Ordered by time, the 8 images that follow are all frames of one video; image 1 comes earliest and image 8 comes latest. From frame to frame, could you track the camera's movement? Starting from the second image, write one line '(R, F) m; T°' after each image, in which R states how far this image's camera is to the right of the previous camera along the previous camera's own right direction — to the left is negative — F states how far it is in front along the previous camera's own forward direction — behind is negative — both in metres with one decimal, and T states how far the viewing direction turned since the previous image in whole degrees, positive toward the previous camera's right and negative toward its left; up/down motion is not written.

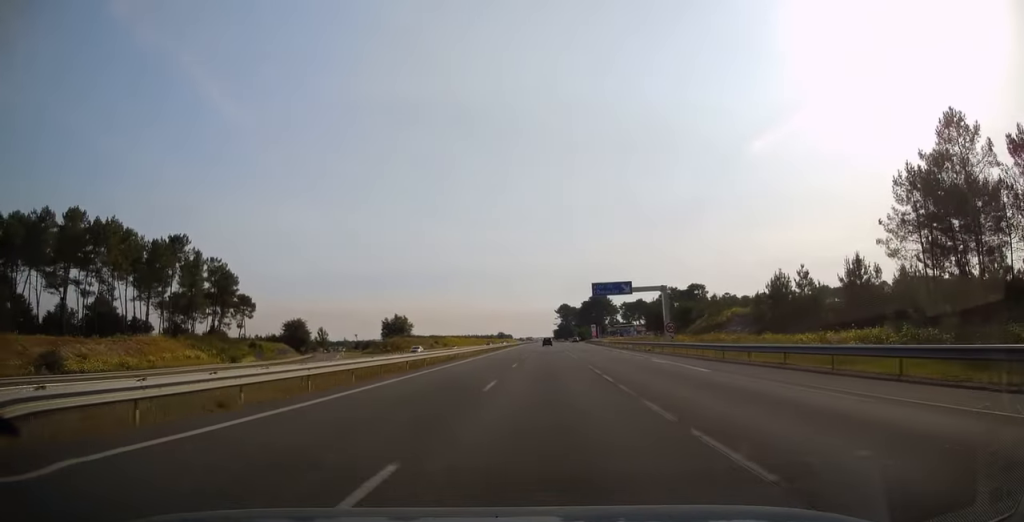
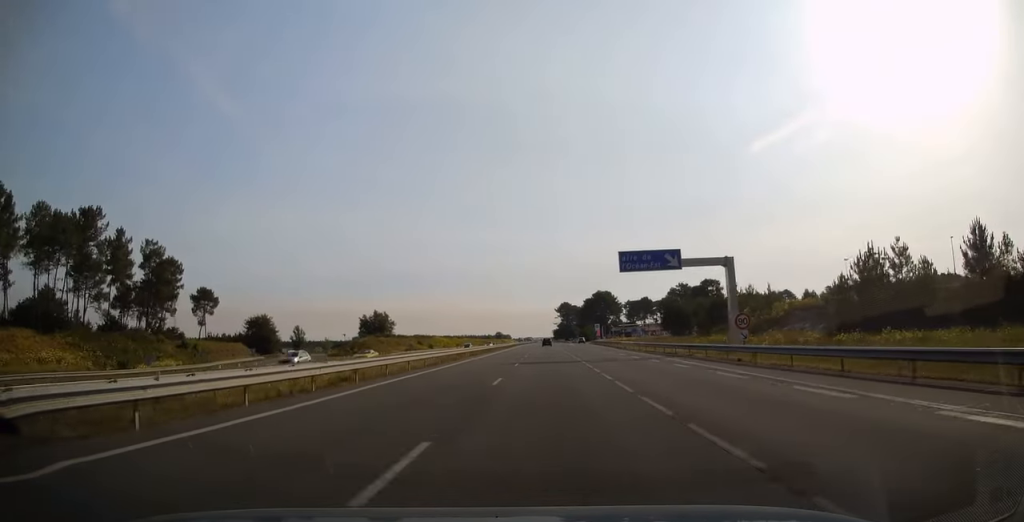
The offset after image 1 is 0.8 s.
(0.0, +24.8) m; 0°
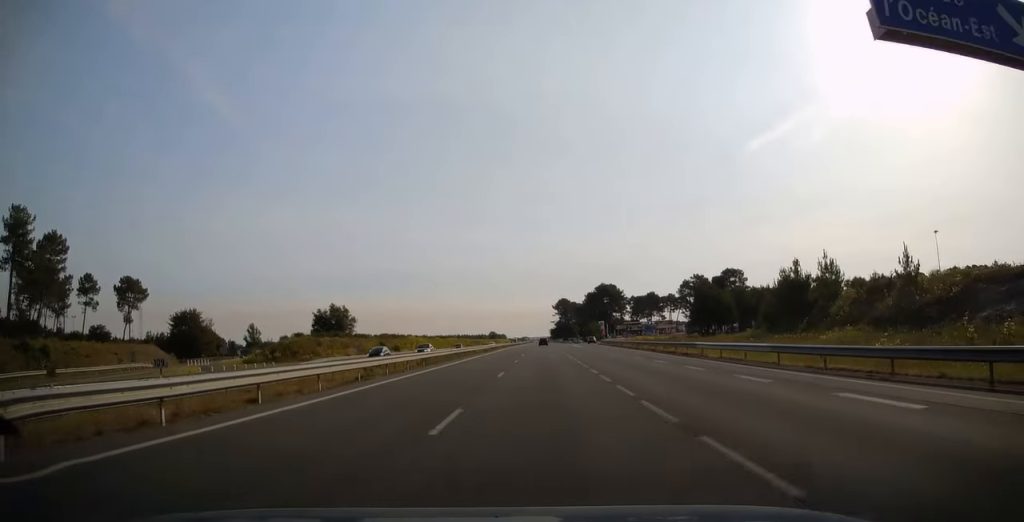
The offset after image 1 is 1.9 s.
(-0.1, +35.3) m; 0°
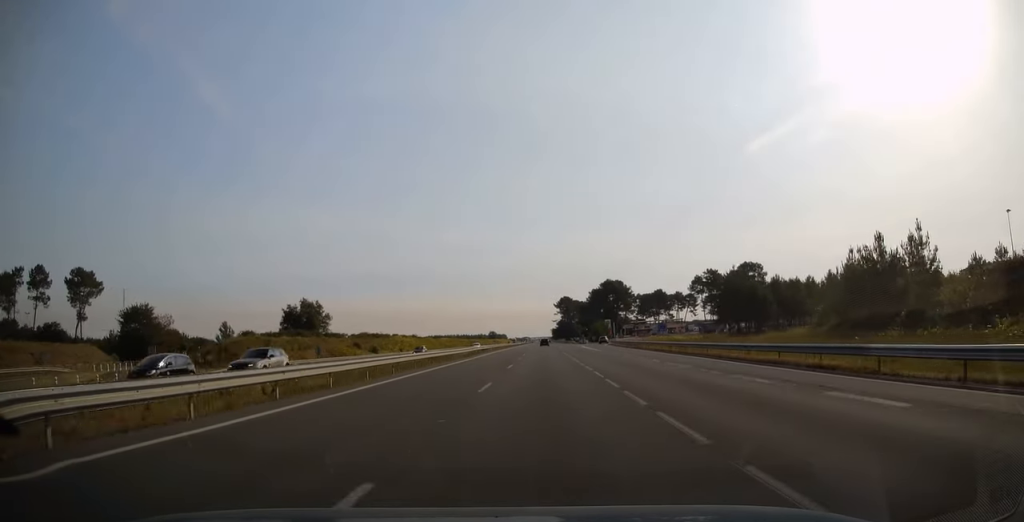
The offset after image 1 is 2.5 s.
(0.0, +19.0) m; 0°
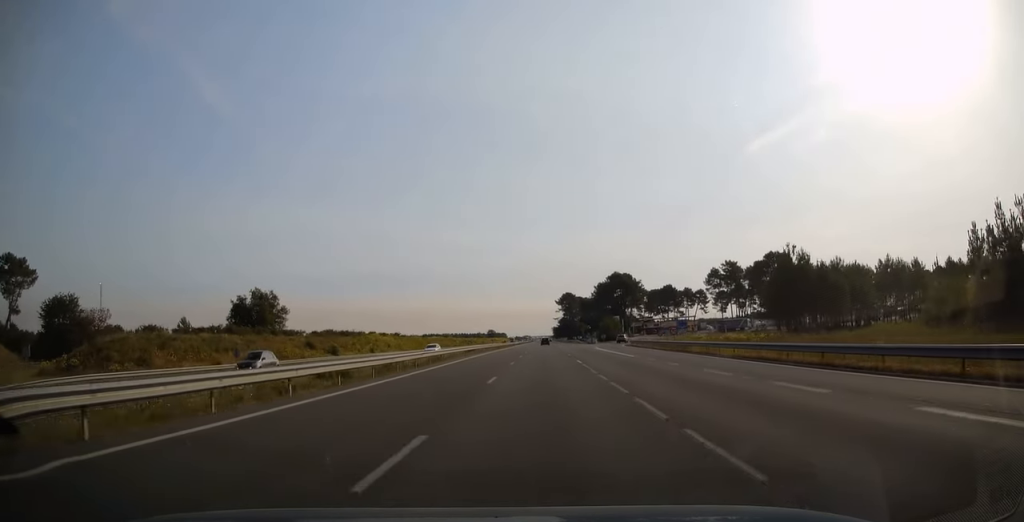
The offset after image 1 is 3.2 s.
(-0.1, +23.3) m; 0°
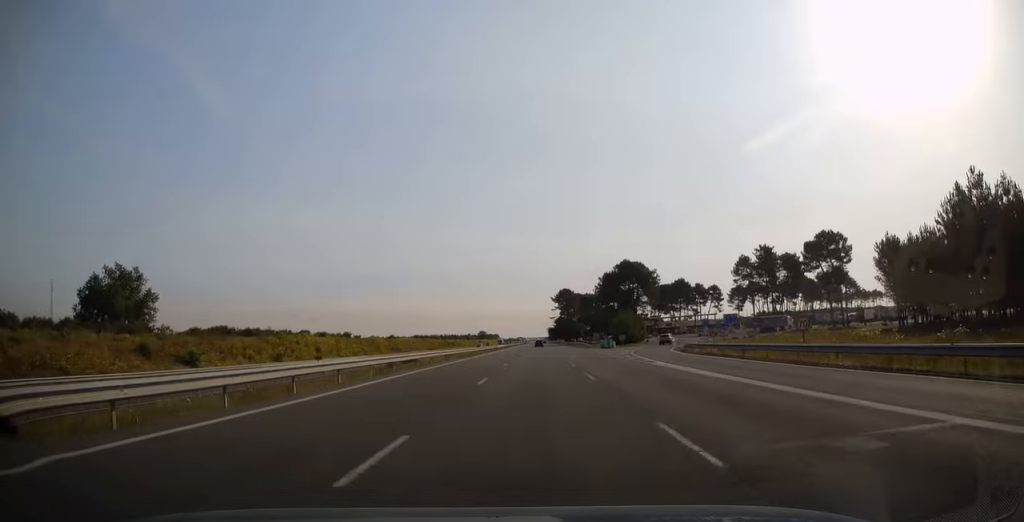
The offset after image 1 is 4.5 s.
(+0.4, +39.0) m; 0°
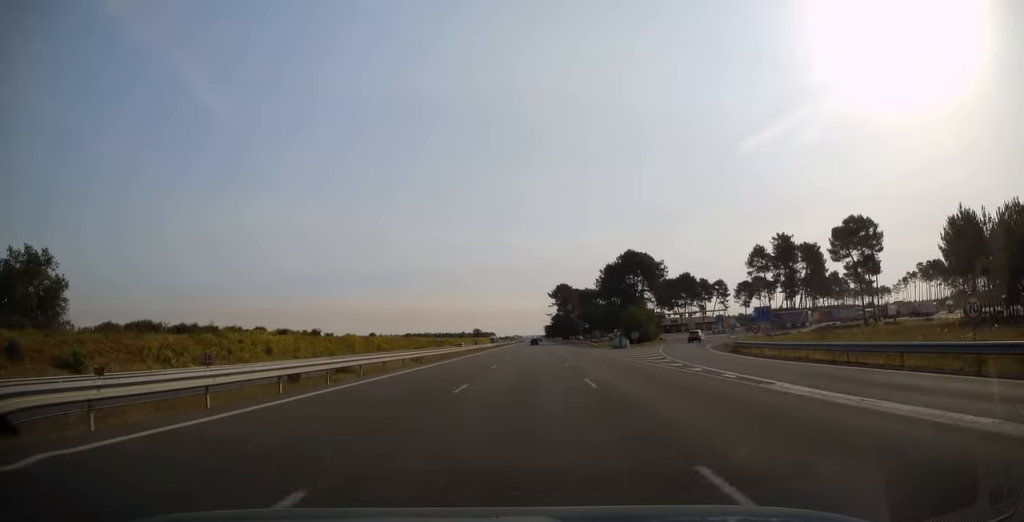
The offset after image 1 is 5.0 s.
(-0.1, +16.4) m; 0°
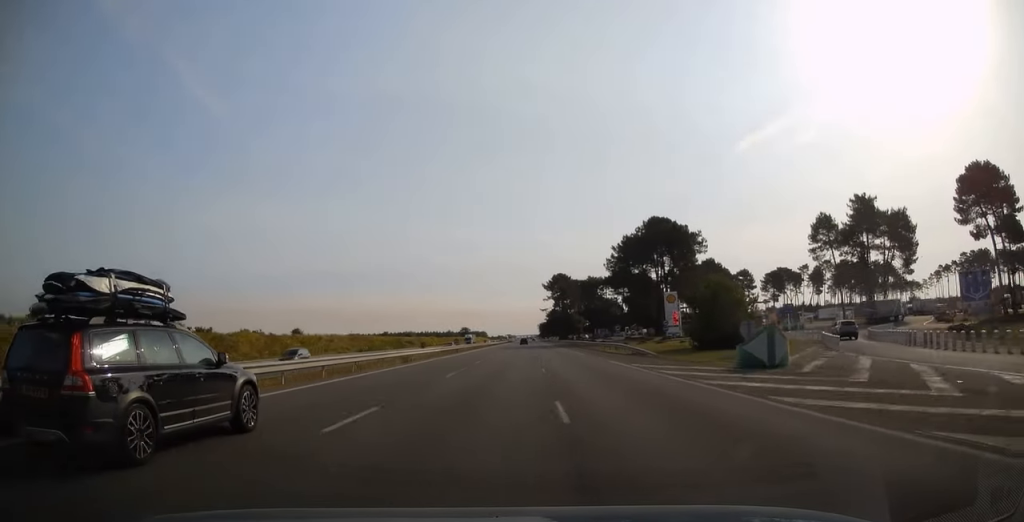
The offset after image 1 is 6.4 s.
(+0.3, +45.4) m; 0°
